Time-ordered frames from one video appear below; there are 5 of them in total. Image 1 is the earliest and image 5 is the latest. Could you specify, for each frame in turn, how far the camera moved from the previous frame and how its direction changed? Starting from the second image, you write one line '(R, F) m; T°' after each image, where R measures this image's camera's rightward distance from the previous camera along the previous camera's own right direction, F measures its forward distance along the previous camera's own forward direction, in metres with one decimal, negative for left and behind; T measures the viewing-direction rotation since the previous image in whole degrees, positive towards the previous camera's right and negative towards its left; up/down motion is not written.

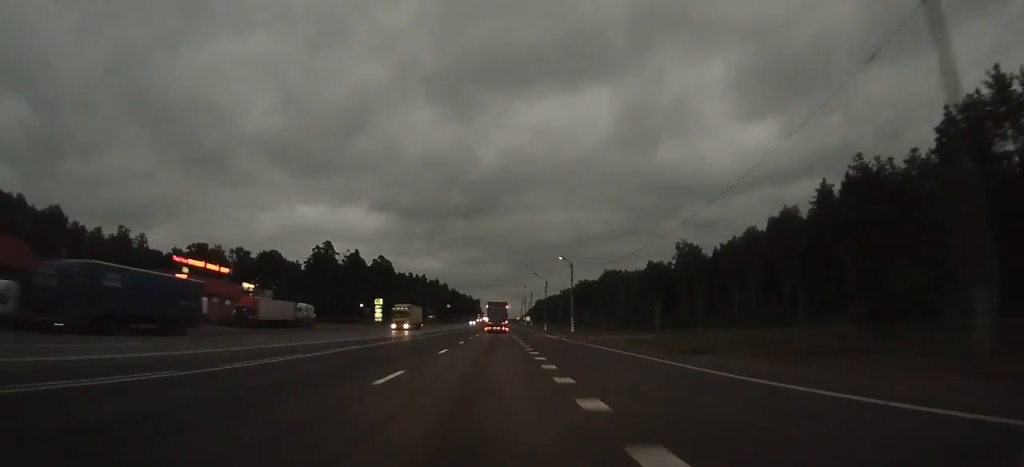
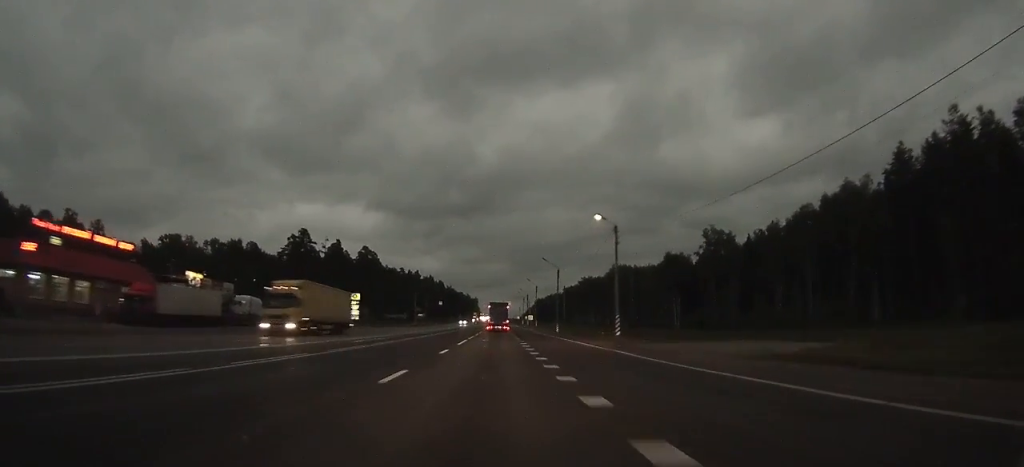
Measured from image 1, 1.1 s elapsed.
(0.0, +23.5) m; 0°
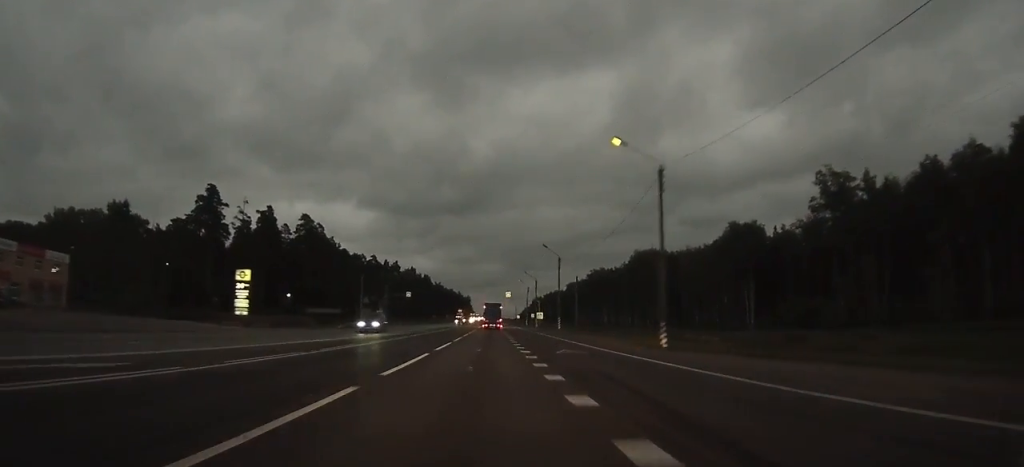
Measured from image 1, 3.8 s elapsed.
(0.0, +55.6) m; 0°
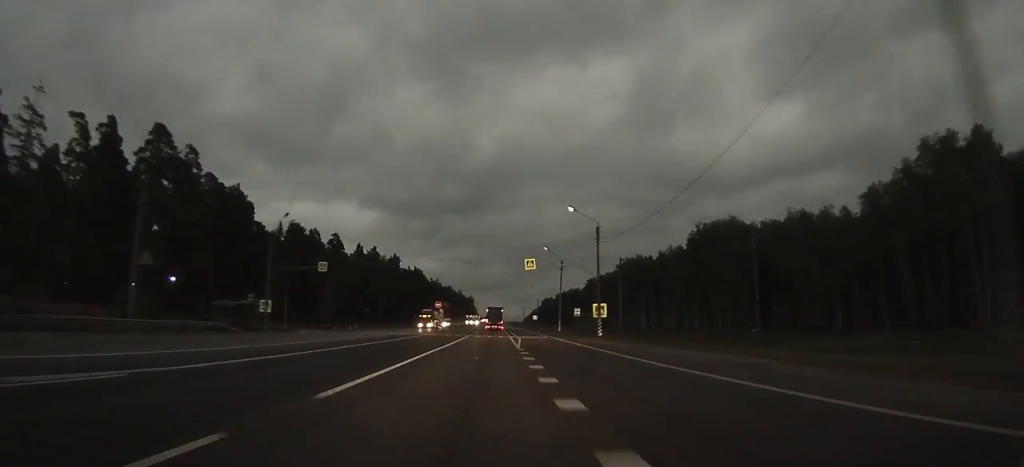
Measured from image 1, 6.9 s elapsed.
(-0.3, +64.4) m; 0°
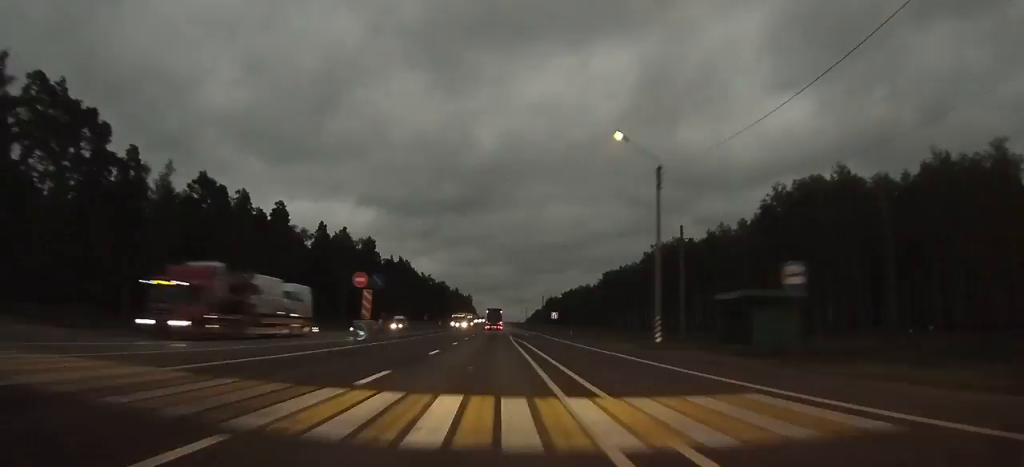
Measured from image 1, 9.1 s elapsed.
(0.0, +46.5) m; 0°
